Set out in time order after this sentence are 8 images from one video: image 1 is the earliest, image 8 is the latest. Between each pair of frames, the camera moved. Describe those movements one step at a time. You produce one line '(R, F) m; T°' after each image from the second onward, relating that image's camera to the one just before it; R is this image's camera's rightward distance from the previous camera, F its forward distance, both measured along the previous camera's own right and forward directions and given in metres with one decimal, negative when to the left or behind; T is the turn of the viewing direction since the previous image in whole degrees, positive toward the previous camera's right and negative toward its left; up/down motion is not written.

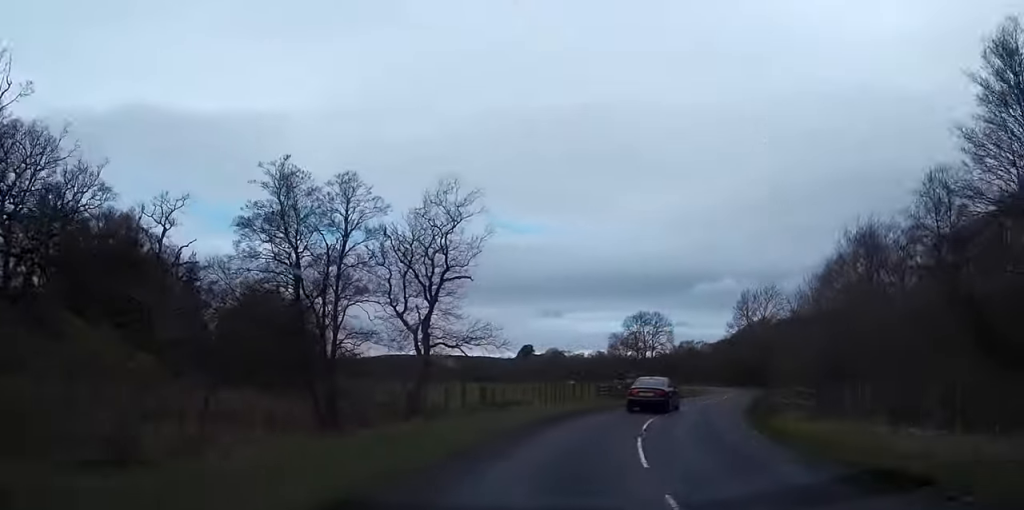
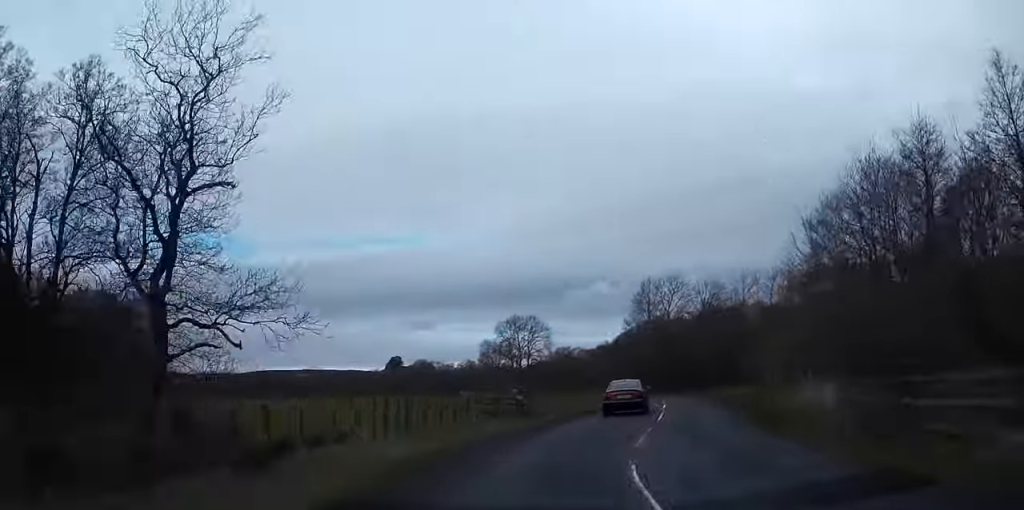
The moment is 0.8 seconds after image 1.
(+1.2, +14.9) m; +8°
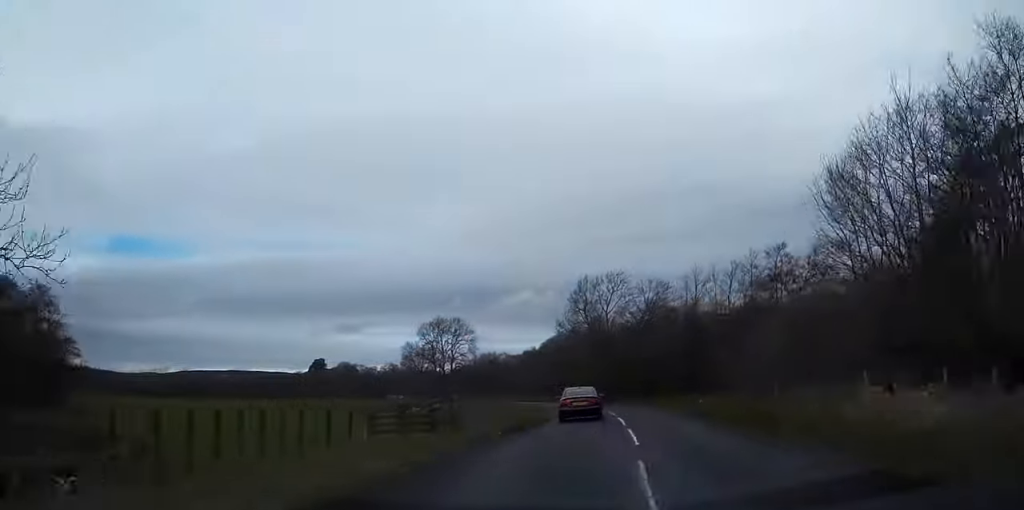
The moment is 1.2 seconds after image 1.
(0.0, +8.1) m; +5°
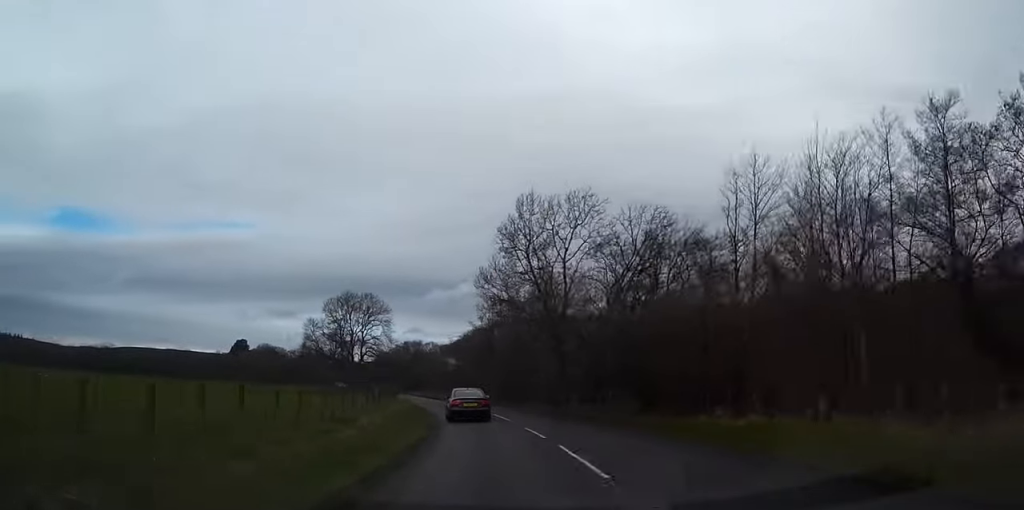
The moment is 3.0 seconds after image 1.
(+2.8, +32.1) m; +4°
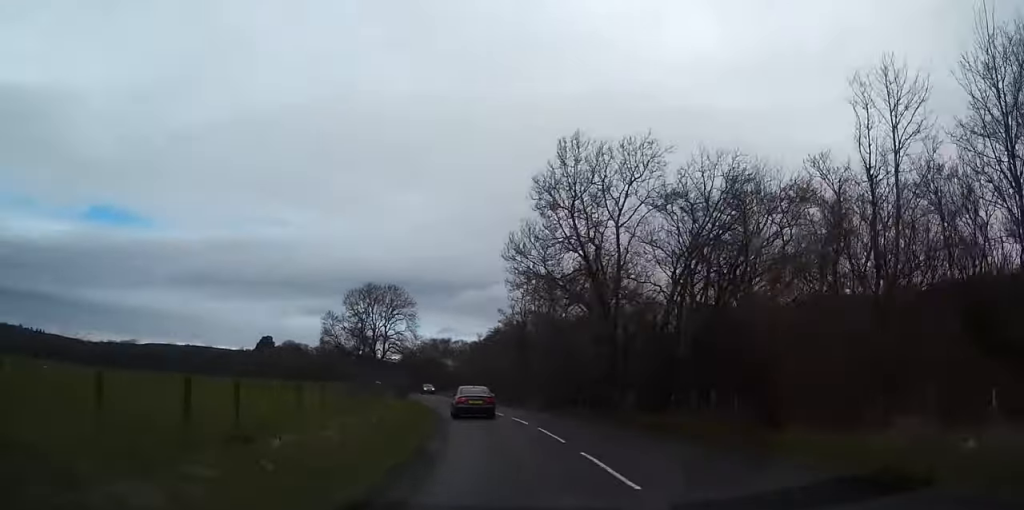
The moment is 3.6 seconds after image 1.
(-0.1, +10.3) m; -2°
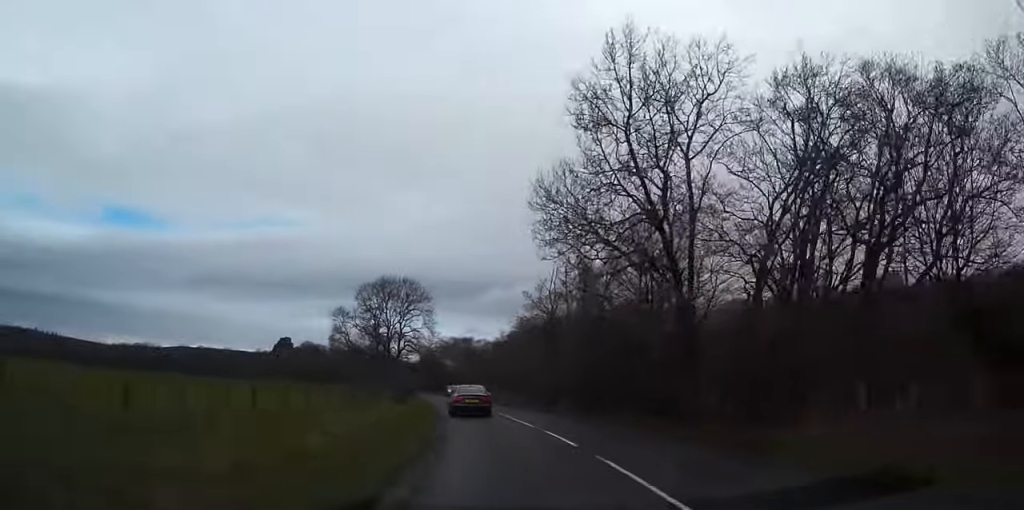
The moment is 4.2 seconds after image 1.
(-0.1, +10.9) m; -2°
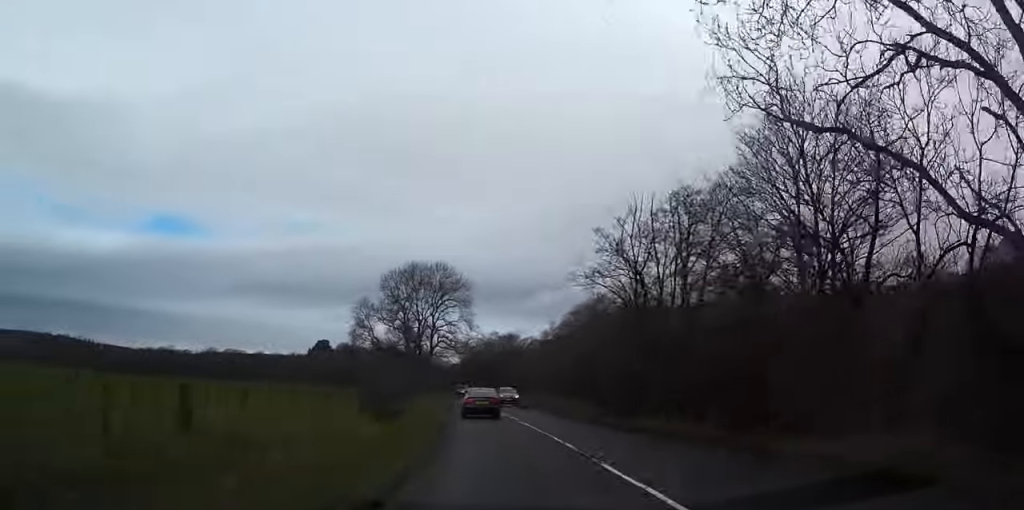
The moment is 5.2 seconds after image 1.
(-0.6, +19.1) m; -4°
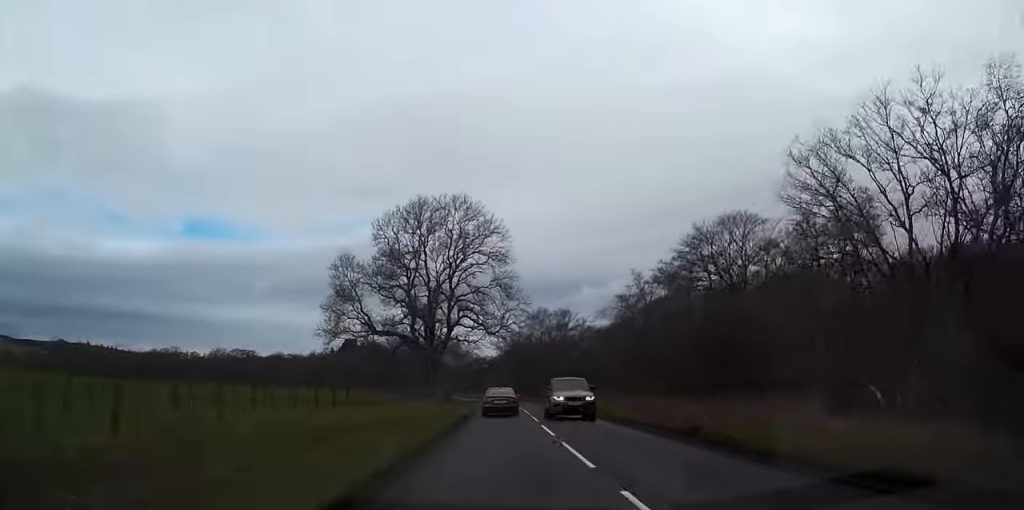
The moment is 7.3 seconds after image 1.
(-1.1, +39.5) m; -2°
